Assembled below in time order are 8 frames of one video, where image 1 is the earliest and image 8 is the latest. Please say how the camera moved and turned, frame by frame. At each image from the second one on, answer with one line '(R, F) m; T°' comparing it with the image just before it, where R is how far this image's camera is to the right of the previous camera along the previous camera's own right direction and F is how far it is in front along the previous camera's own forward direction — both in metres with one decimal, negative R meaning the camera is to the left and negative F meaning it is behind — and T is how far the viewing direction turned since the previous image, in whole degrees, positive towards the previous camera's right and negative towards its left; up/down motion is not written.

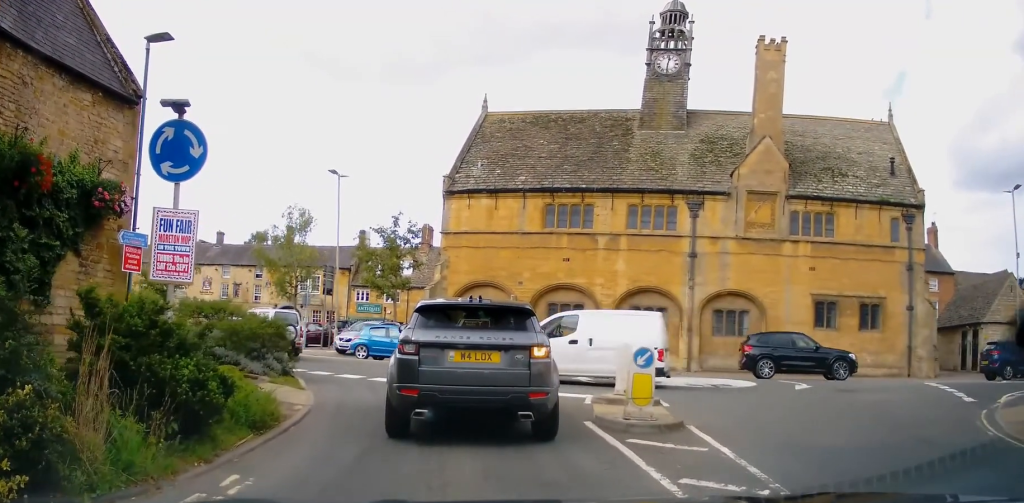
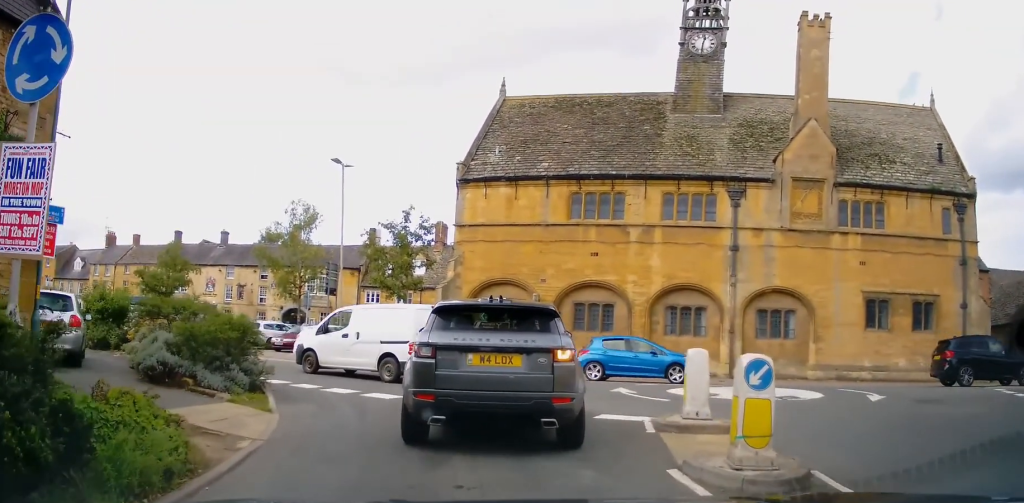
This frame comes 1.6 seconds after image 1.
(+0.1, +2.4) m; -8°
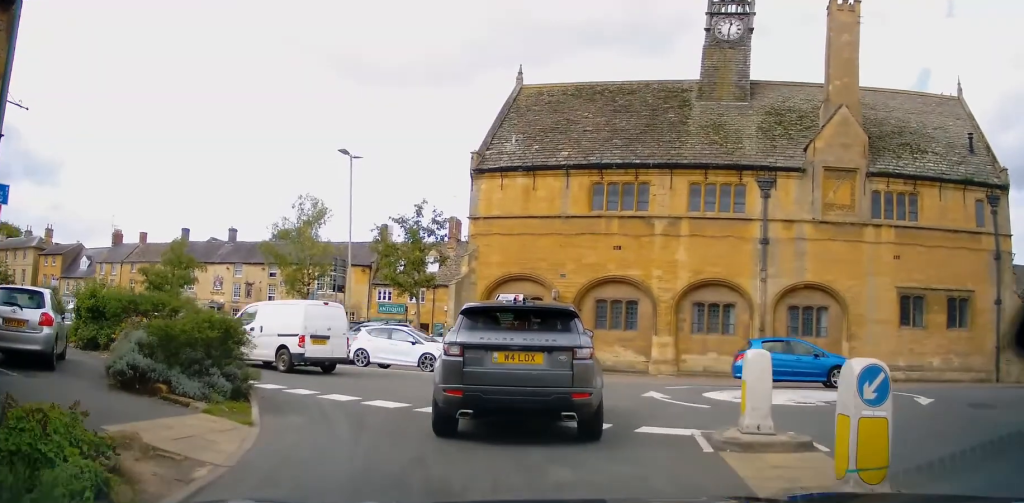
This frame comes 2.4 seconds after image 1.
(-0.2, +1.4) m; -7°
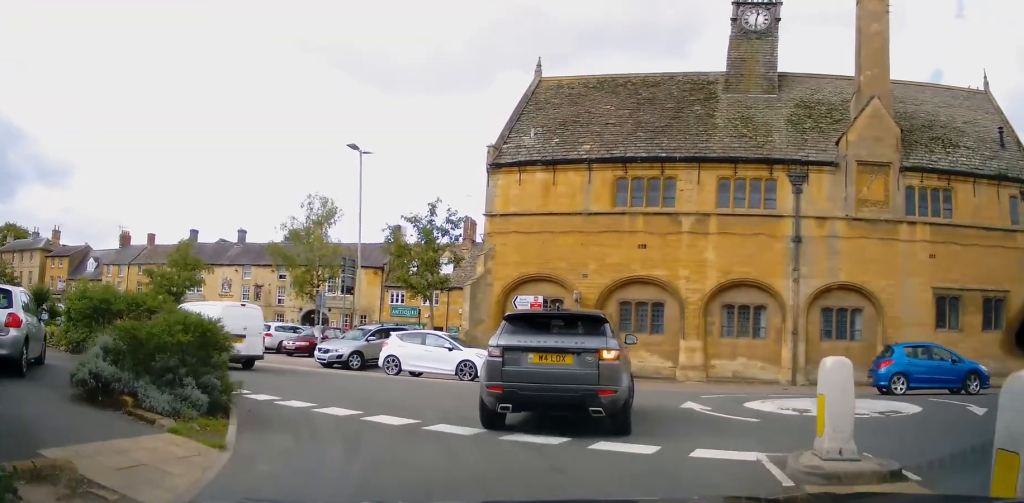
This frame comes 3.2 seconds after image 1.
(-0.2, +1.4) m; +2°
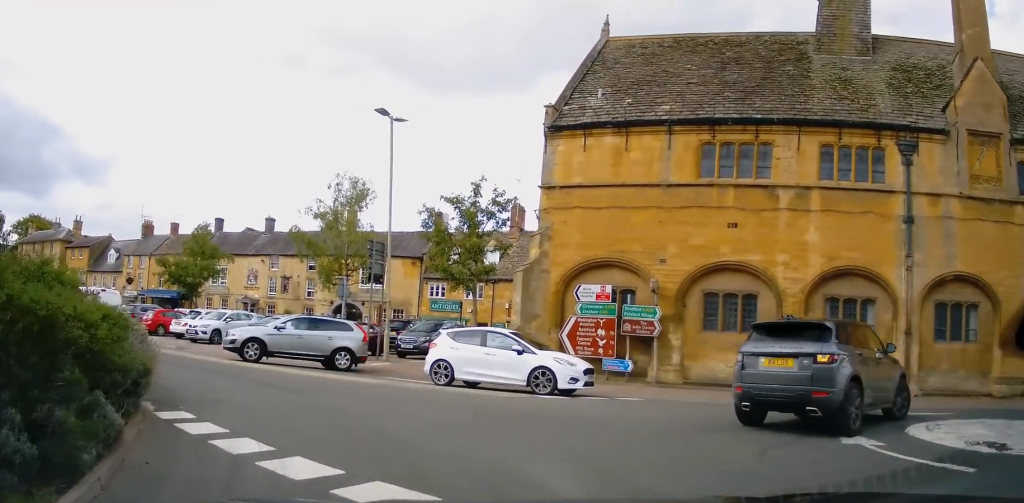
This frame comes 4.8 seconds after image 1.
(+0.2, +3.6) m; +3°
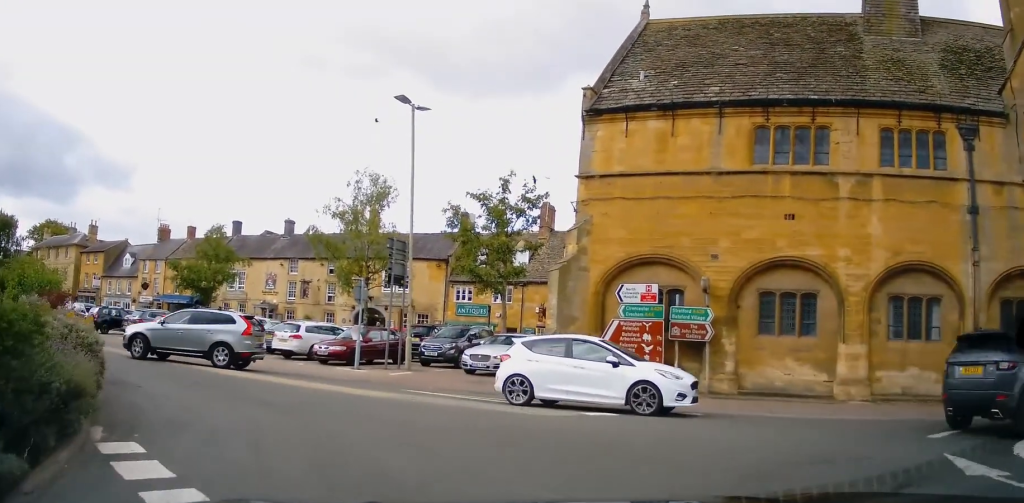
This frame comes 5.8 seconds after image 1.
(+0.2, +2.6) m; 0°
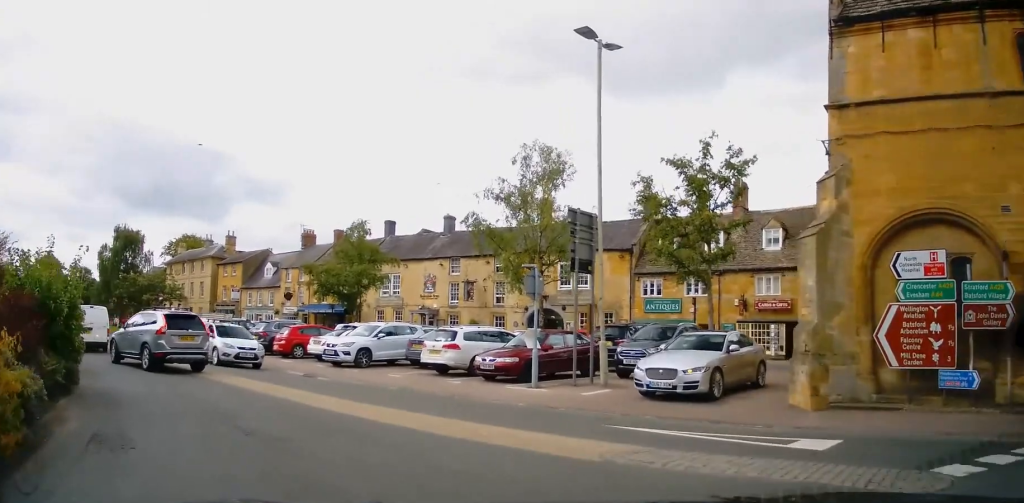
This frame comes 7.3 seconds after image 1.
(-0.9, +5.2) m; -24°
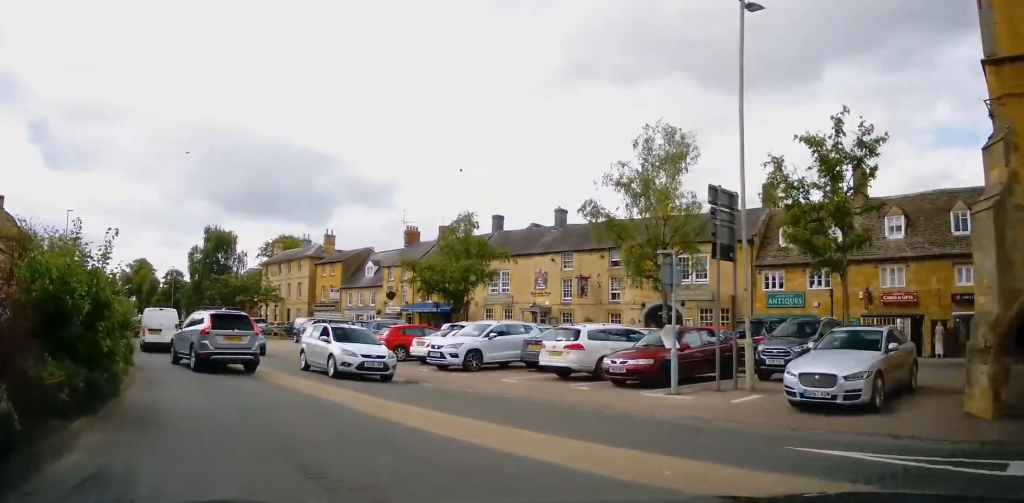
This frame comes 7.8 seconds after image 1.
(-0.3, +2.2) m; -8°
